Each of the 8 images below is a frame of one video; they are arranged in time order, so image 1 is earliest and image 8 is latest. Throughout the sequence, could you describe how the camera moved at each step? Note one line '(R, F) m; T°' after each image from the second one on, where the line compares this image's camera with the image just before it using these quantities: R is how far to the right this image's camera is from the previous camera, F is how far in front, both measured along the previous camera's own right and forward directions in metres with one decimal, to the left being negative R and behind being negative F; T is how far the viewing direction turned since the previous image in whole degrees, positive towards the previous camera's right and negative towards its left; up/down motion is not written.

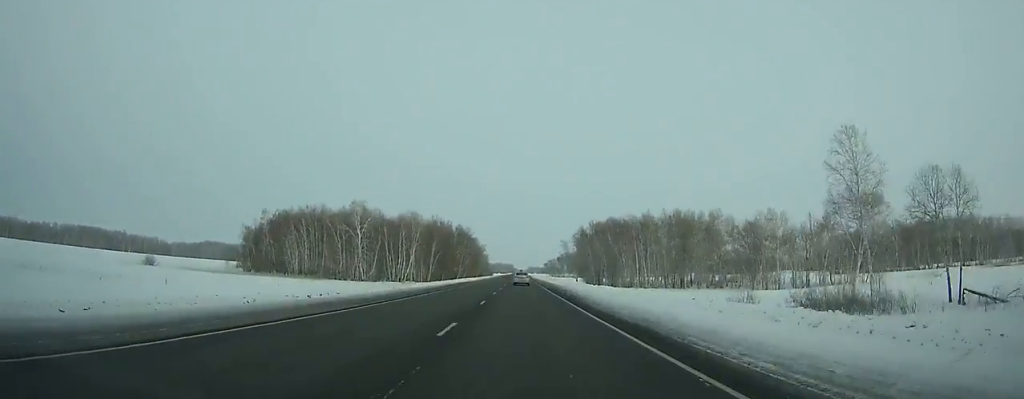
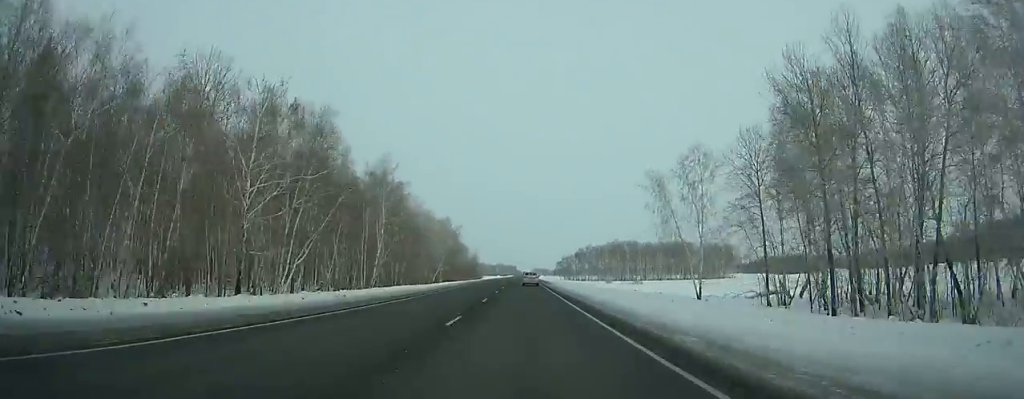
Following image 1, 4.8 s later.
(0.0, +129.9) m; 0°
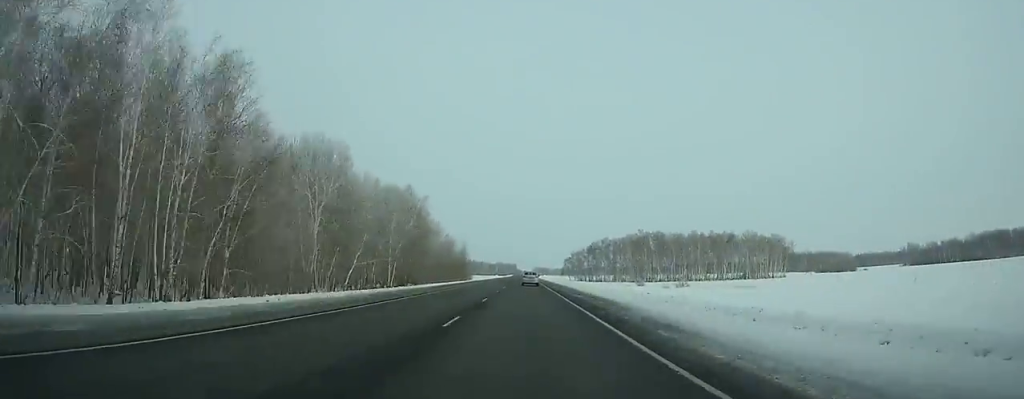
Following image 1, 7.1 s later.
(0.0, +61.7) m; 0°
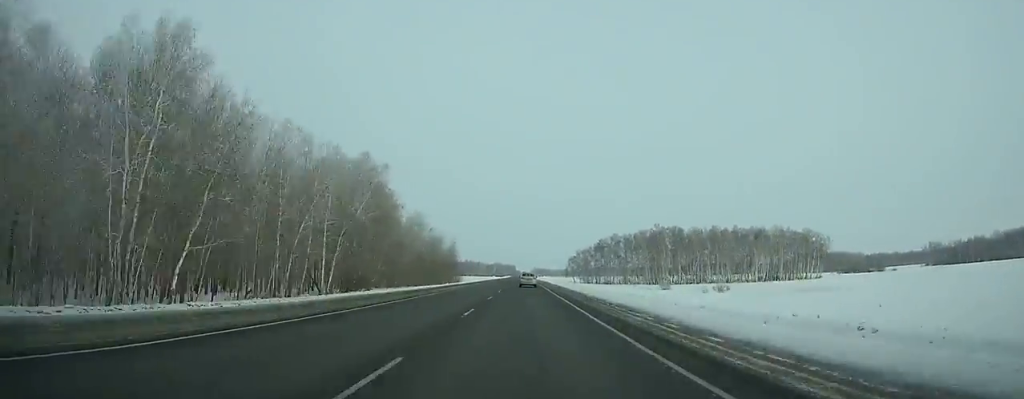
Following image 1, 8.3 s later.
(0.0, +32.0) m; 0°
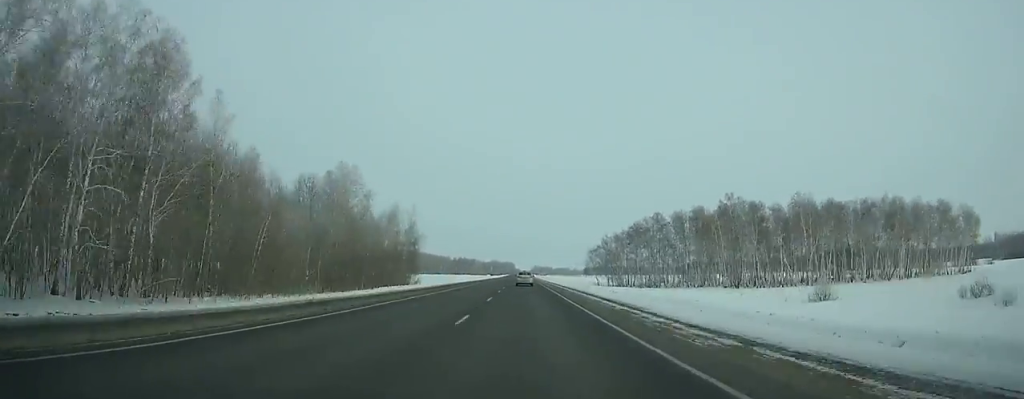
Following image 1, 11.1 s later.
(-0.1, +74.7) m; 0°
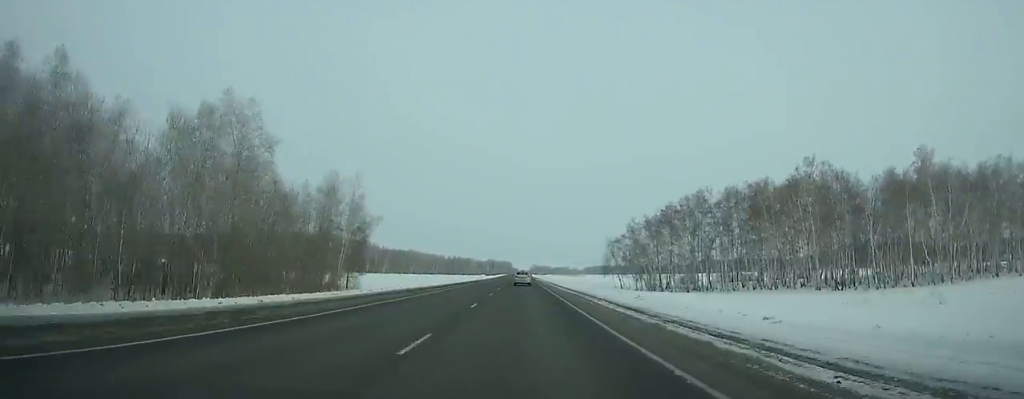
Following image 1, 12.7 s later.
(0.0, +42.6) m; 0°
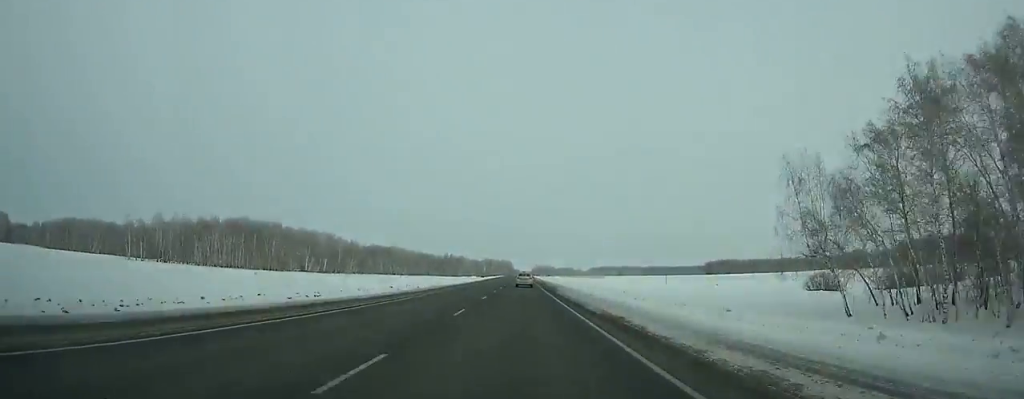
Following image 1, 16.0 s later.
(-0.1, +88.3) m; 0°
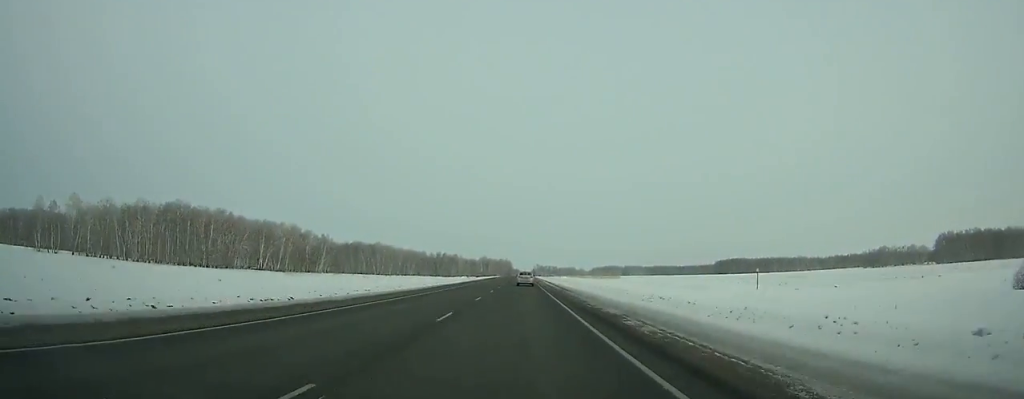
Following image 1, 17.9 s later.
(+0.1, +51.0) m; 0°
